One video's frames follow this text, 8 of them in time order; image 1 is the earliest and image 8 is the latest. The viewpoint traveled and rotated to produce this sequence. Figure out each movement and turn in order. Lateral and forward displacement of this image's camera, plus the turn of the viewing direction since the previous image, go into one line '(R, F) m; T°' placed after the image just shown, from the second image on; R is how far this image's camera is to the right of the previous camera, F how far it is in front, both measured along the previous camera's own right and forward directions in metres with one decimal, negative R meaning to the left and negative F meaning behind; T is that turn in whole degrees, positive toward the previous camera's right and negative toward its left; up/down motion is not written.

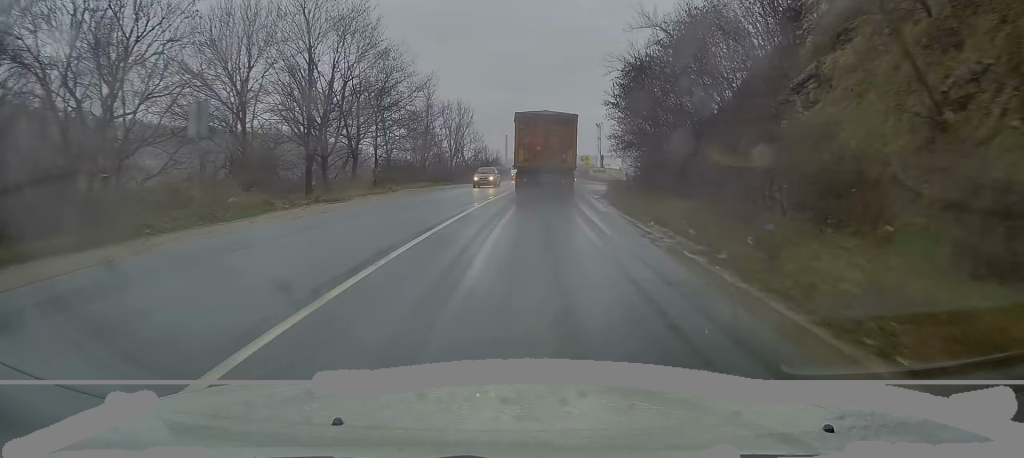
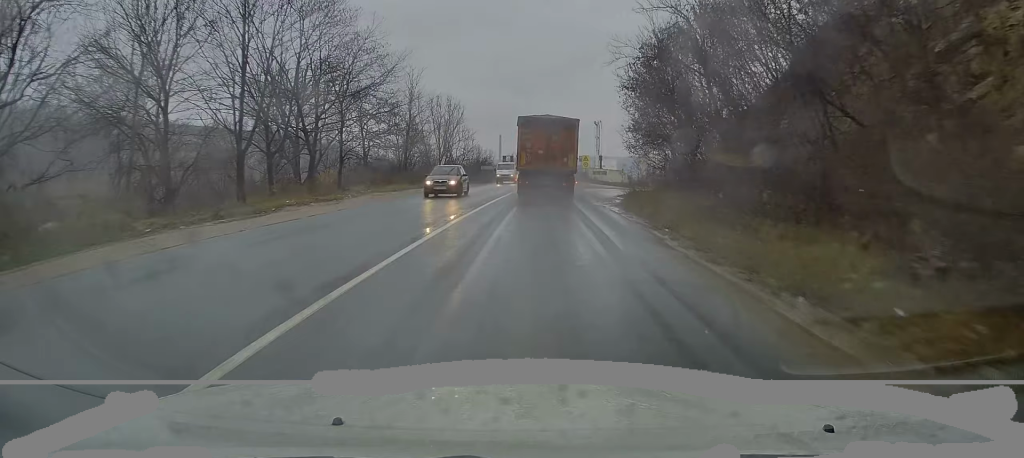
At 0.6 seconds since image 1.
(0.0, +8.8) m; 0°
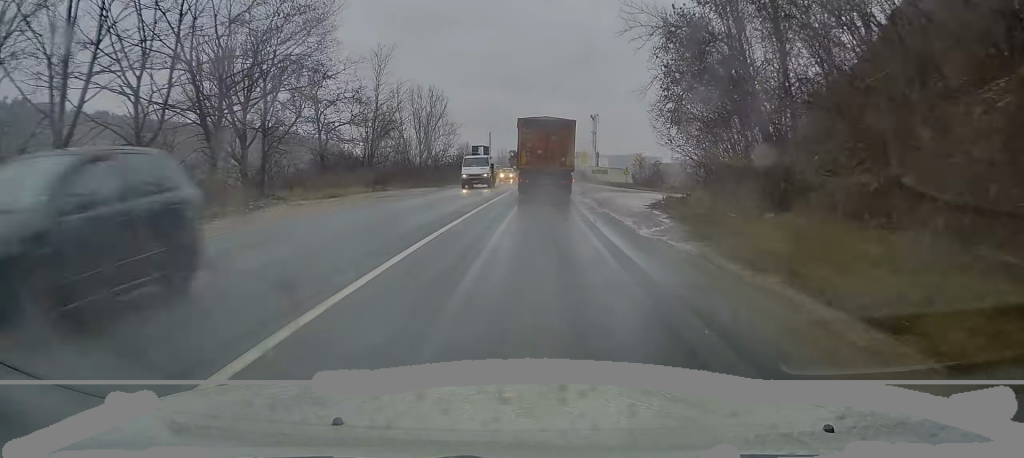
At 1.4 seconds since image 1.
(+0.1, +12.3) m; +1°
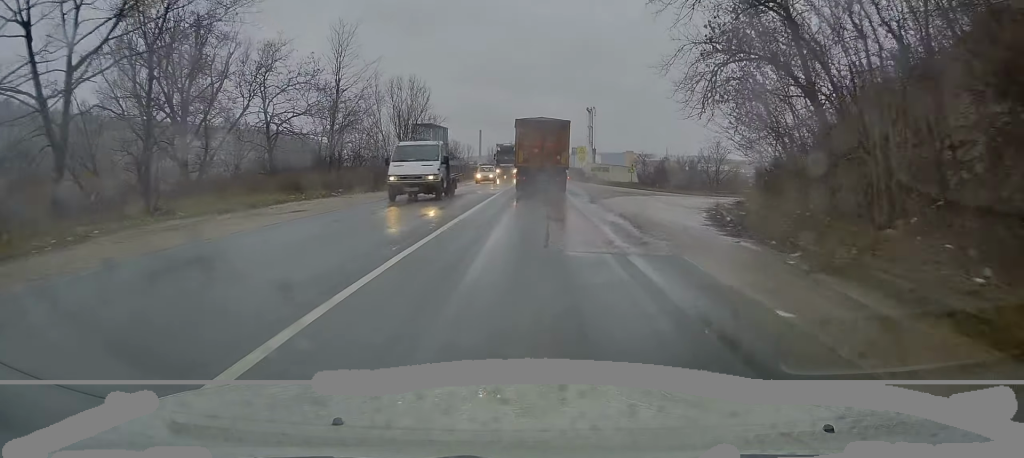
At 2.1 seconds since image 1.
(+0.1, +10.4) m; +1°
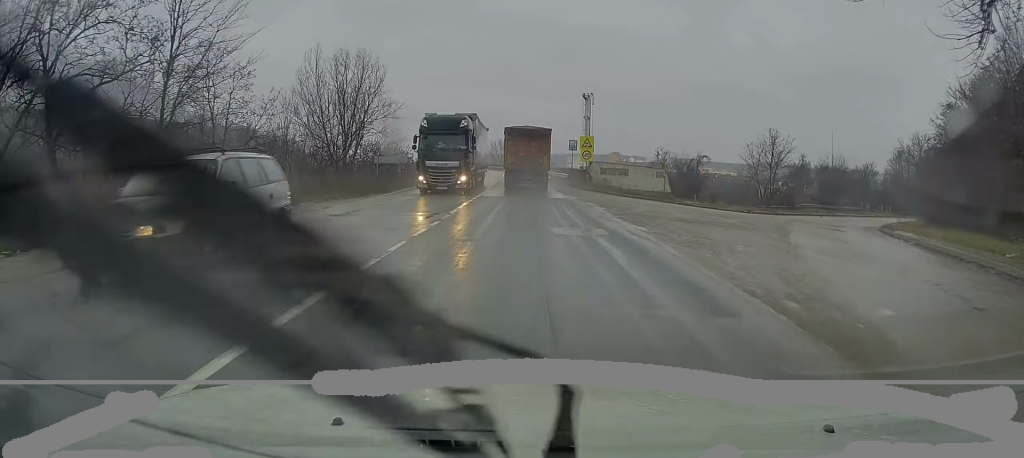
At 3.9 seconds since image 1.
(+0.3, +23.5) m; 0°
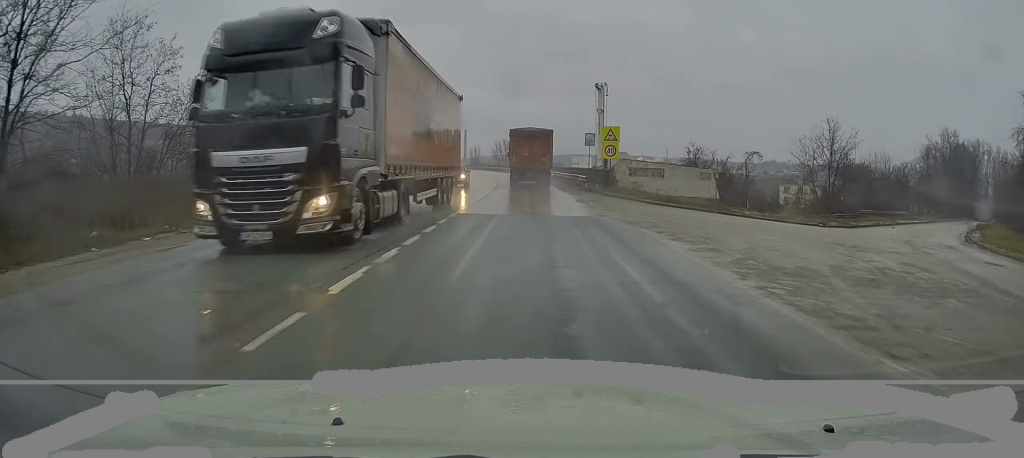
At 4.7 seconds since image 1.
(-0.2, +10.6) m; 0°
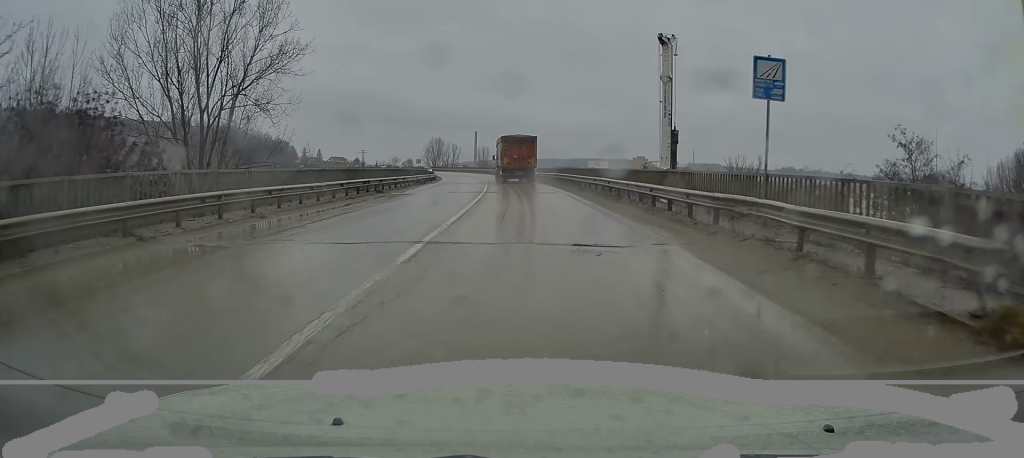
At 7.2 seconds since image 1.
(+0.1, +31.0) m; 0°
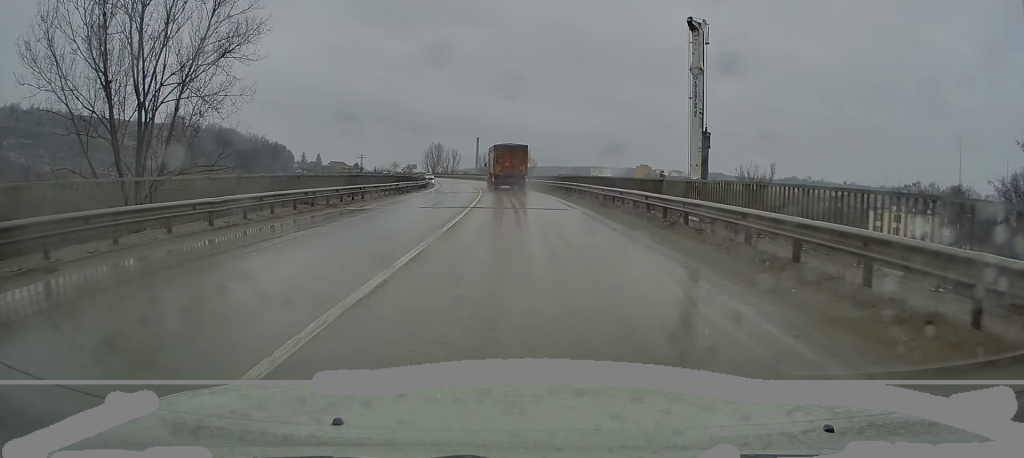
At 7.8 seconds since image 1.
(+0.1, +8.0) m; 0°
